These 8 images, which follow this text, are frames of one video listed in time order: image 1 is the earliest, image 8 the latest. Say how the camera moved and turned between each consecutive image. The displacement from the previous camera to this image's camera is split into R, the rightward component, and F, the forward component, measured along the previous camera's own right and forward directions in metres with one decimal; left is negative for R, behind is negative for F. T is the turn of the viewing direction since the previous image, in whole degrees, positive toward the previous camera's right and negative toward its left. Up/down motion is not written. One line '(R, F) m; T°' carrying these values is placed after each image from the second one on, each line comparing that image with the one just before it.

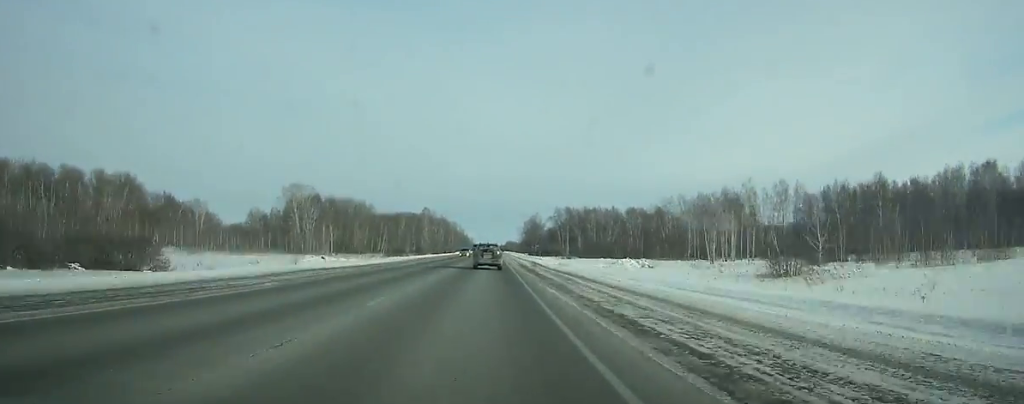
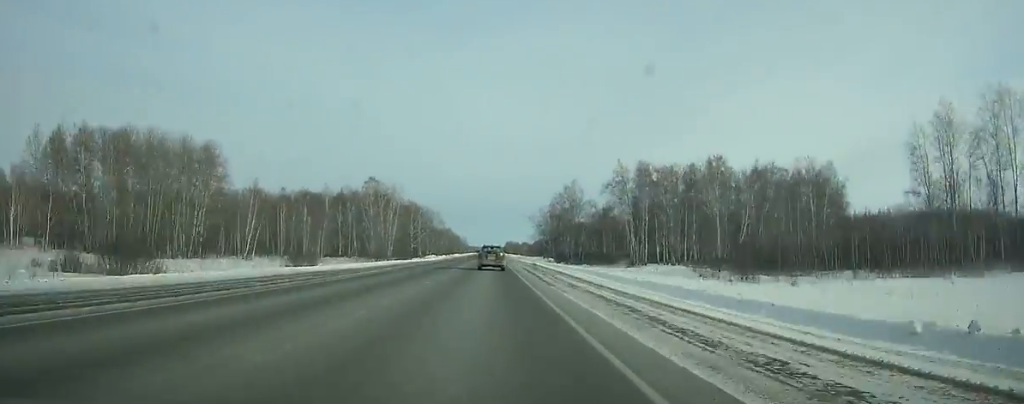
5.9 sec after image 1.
(+0.1, +146.4) m; 0°
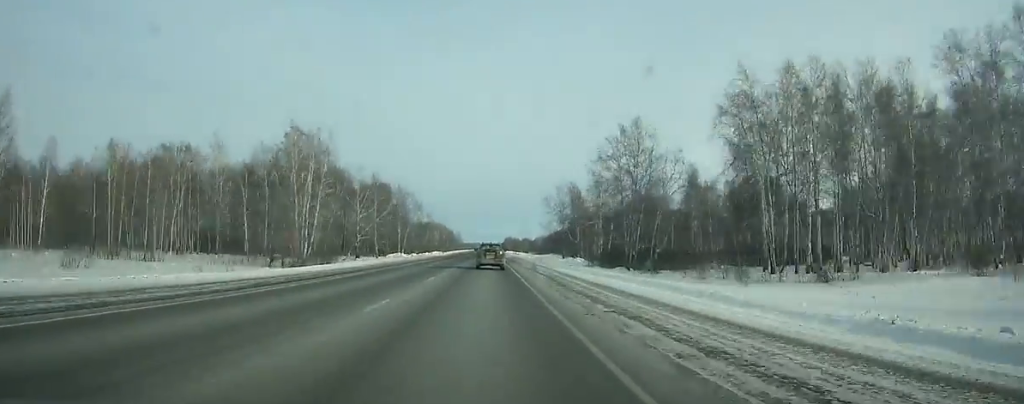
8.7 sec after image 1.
(0.0, +70.7) m; 0°
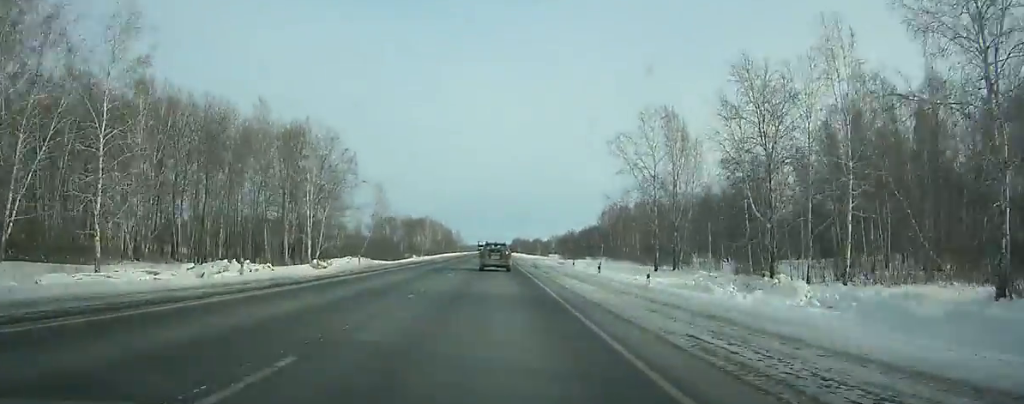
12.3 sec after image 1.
(-0.2, +91.4) m; 0°
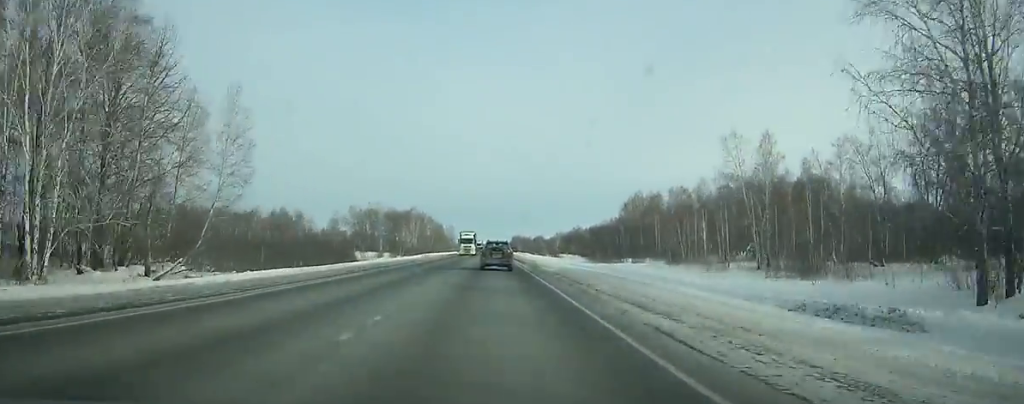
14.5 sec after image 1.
(0.0, +55.8) m; 0°
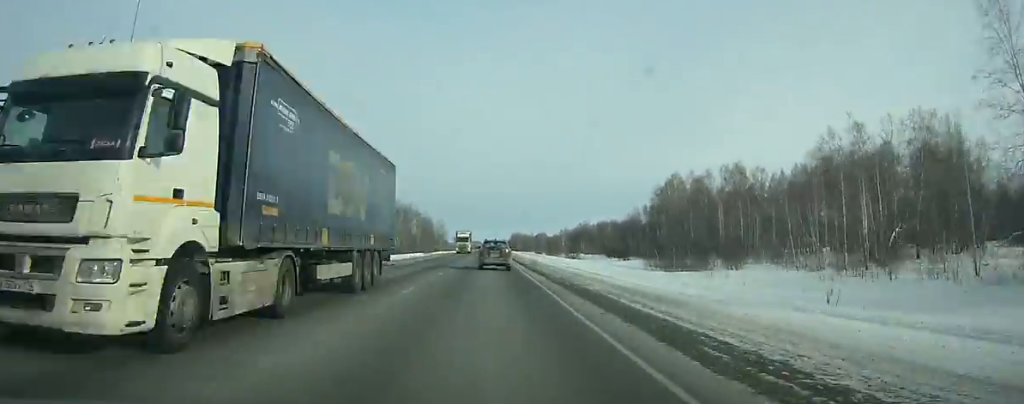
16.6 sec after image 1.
(+0.2, +53.3) m; 0°
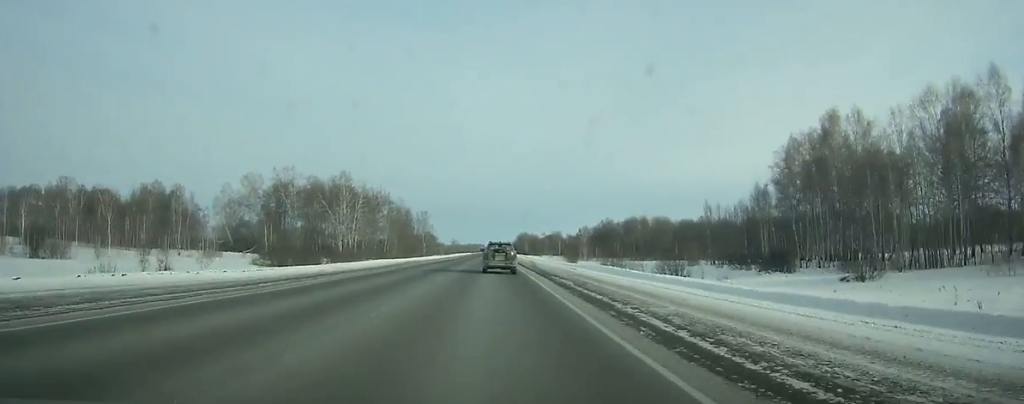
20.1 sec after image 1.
(-0.2, +89.2) m; 0°
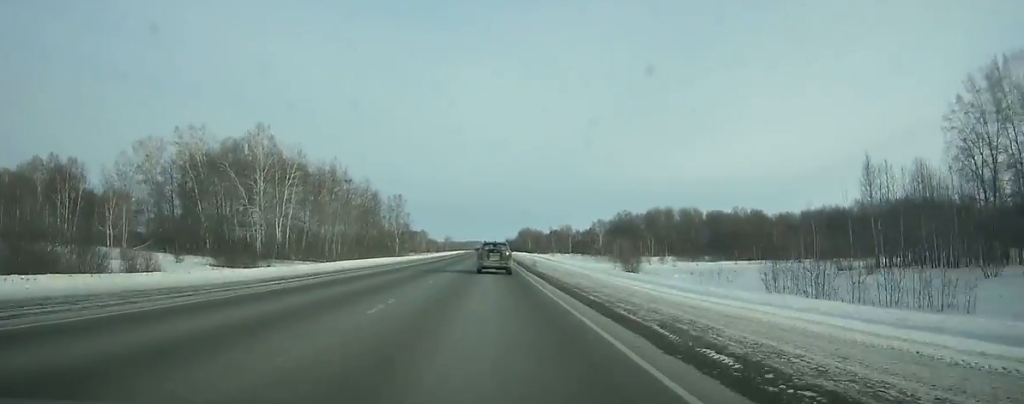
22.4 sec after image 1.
(+0.1, +58.8) m; 0°
